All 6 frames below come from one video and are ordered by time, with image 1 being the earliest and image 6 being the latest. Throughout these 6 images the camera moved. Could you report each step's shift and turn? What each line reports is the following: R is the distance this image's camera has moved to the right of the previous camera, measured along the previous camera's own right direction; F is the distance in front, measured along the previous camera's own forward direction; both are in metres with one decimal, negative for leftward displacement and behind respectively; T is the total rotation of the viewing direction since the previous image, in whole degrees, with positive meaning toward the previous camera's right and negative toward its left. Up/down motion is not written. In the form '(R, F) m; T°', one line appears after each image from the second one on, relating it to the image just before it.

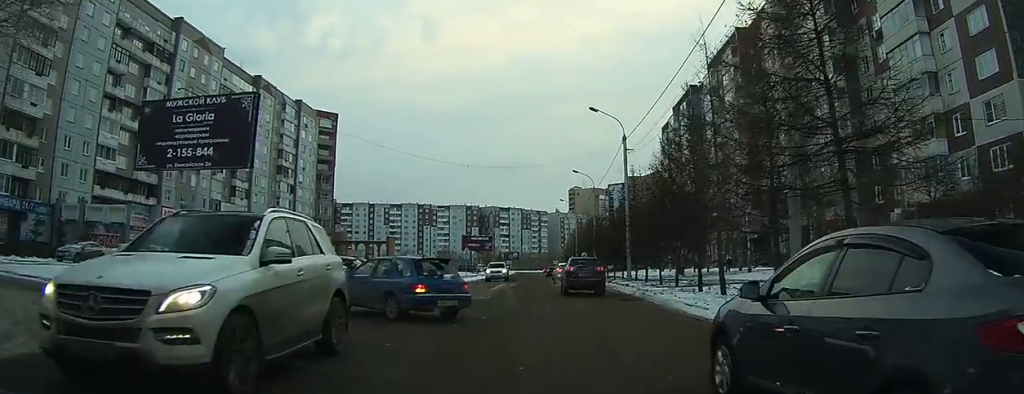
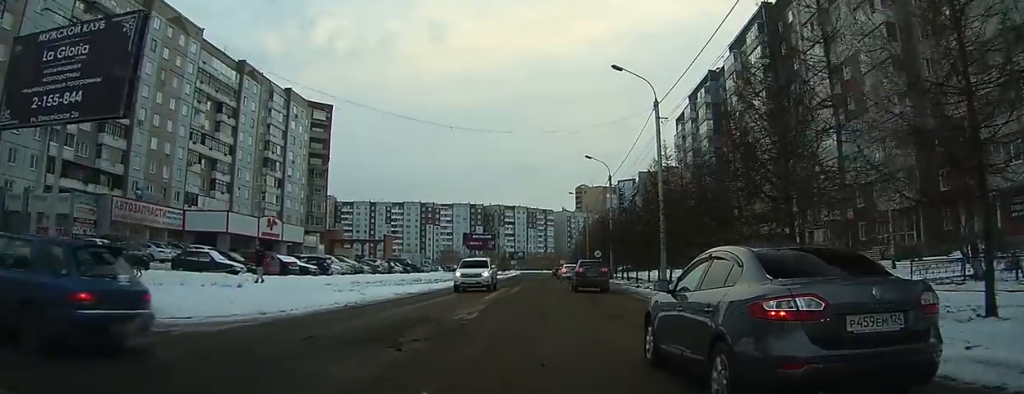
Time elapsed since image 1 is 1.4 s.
(0.0, +7.0) m; 0°
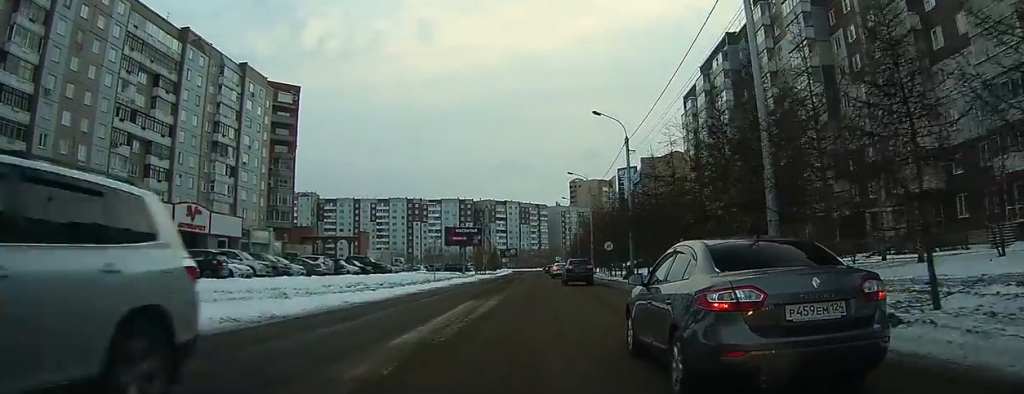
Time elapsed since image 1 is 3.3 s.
(+0.6, +13.9) m; +2°
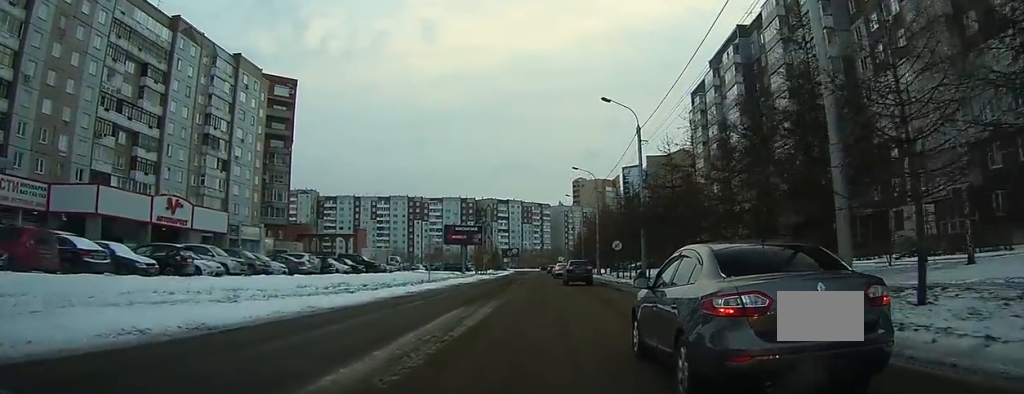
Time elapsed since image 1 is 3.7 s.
(-0.1, +3.8) m; -1°
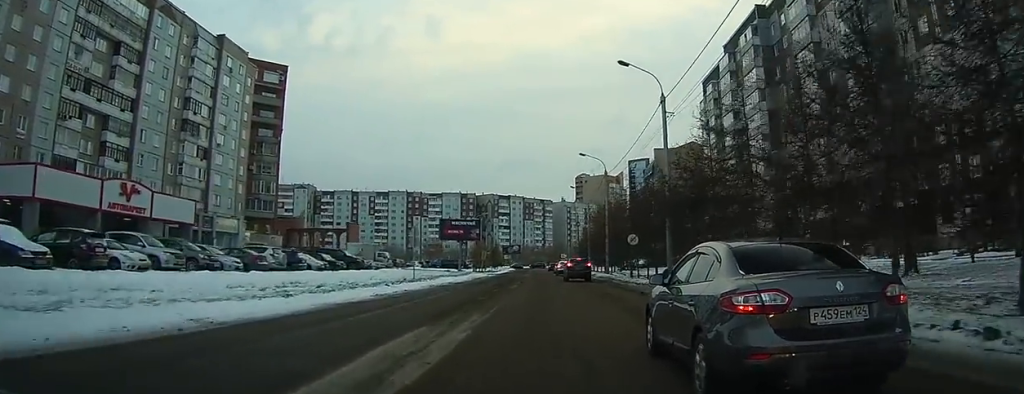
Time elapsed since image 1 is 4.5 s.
(-0.1, +6.5) m; -1°
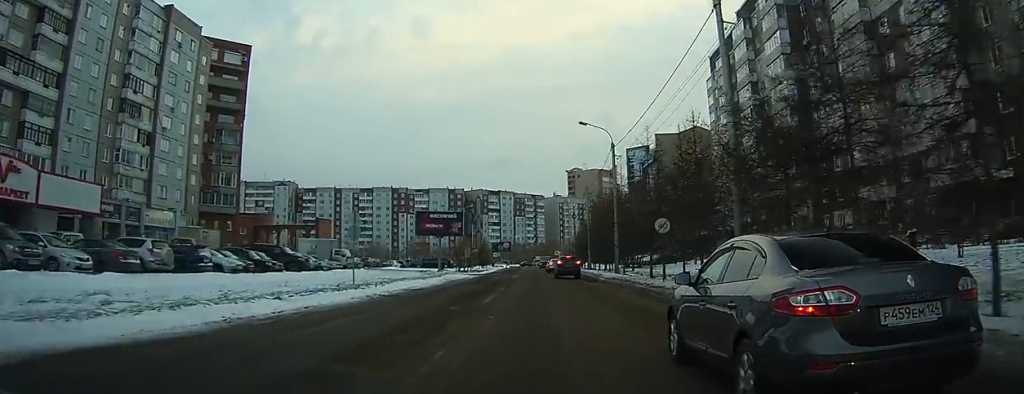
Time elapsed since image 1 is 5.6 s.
(+0.1, +11.0) m; 0°
